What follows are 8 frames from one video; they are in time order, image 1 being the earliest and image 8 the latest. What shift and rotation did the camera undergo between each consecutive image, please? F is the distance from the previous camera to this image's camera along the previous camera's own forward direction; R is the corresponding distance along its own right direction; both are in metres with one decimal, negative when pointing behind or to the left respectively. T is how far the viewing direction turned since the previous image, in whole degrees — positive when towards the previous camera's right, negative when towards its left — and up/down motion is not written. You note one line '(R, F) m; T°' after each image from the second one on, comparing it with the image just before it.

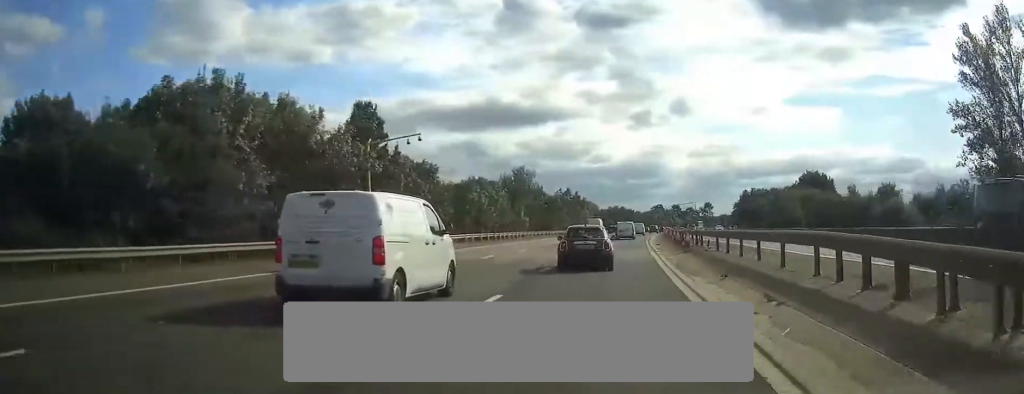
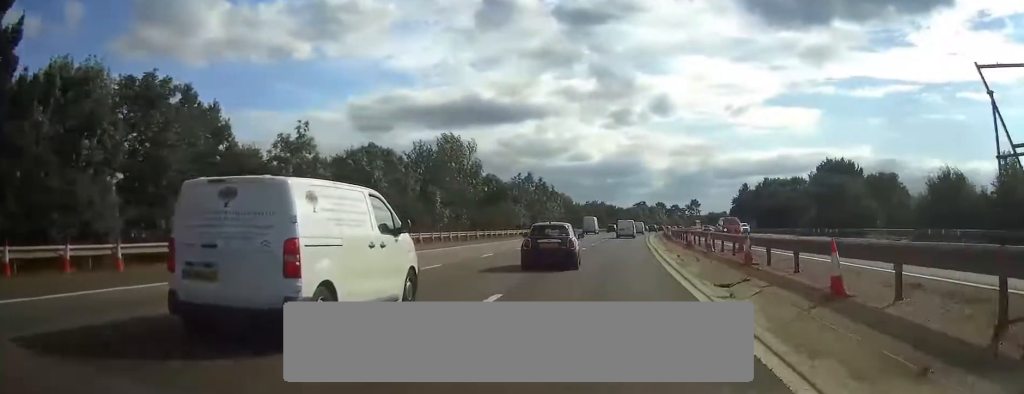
(+0.5, +36.3) m; +2°
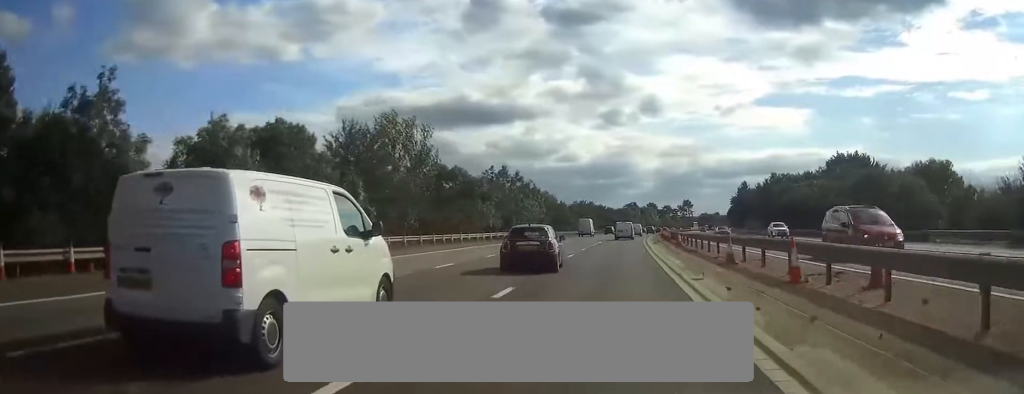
(+0.1, +15.6) m; +1°
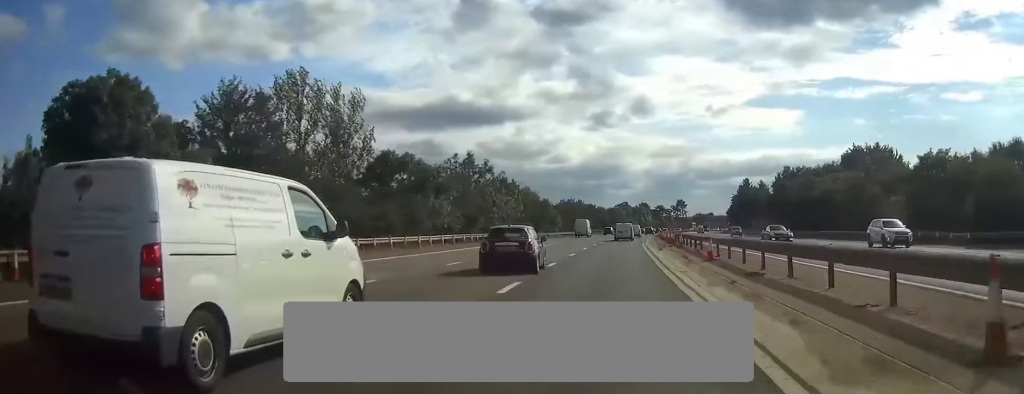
(+0.1, +16.5) m; +1°
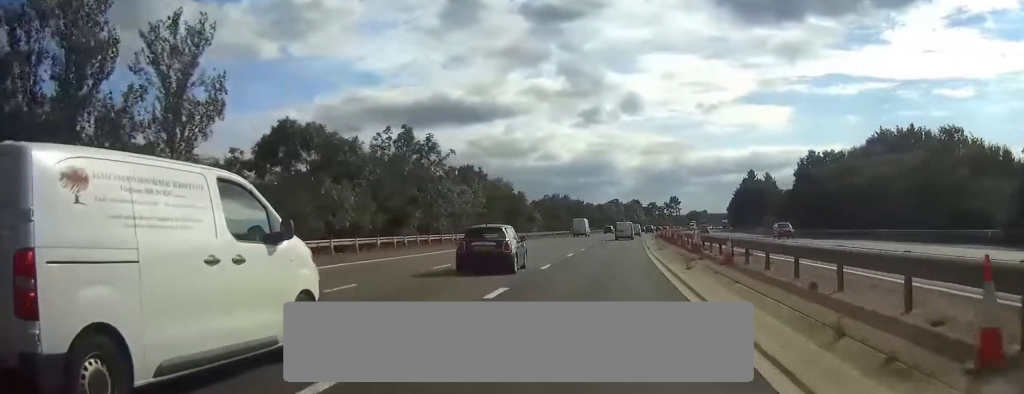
(+0.2, +20.1) m; +1°
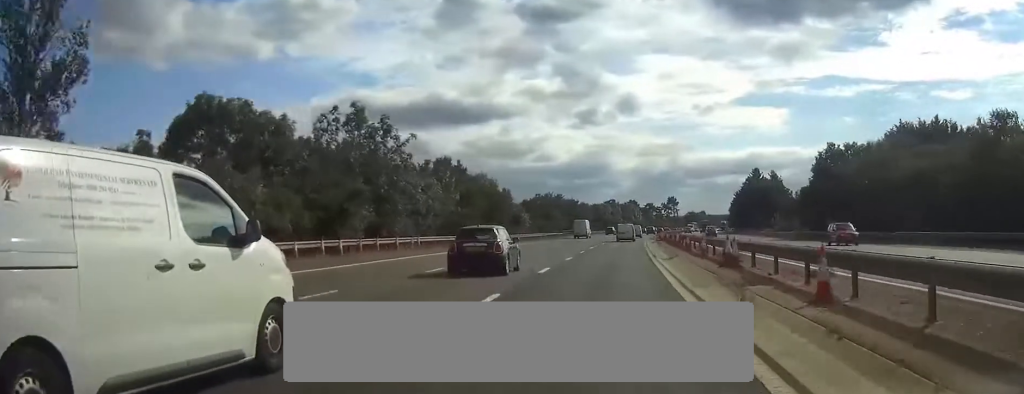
(0.0, +10.5) m; 0°
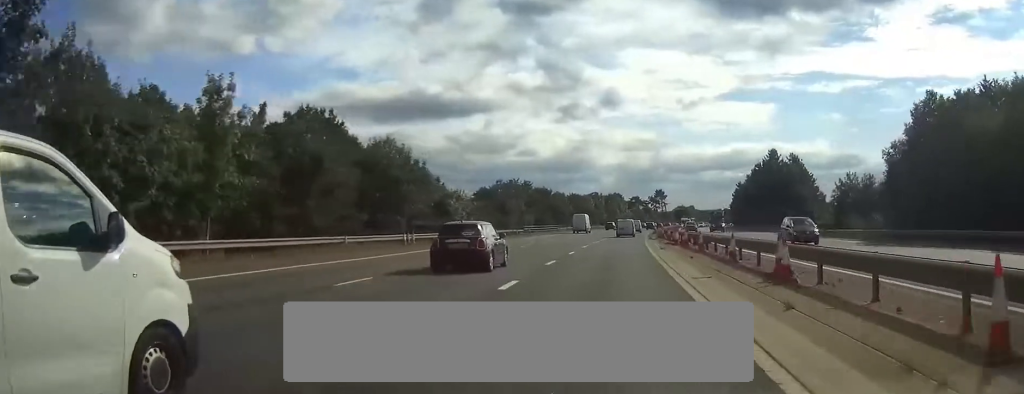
(+0.3, +33.4) m; +1°
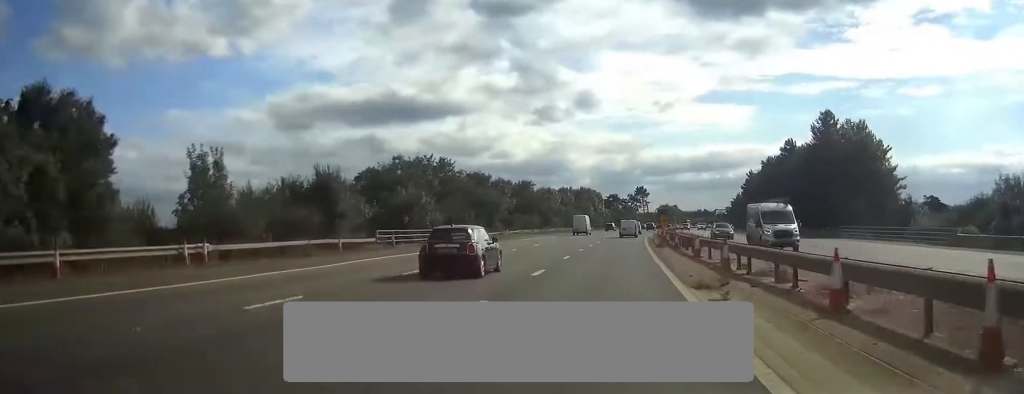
(+0.8, +48.7) m; +2°
